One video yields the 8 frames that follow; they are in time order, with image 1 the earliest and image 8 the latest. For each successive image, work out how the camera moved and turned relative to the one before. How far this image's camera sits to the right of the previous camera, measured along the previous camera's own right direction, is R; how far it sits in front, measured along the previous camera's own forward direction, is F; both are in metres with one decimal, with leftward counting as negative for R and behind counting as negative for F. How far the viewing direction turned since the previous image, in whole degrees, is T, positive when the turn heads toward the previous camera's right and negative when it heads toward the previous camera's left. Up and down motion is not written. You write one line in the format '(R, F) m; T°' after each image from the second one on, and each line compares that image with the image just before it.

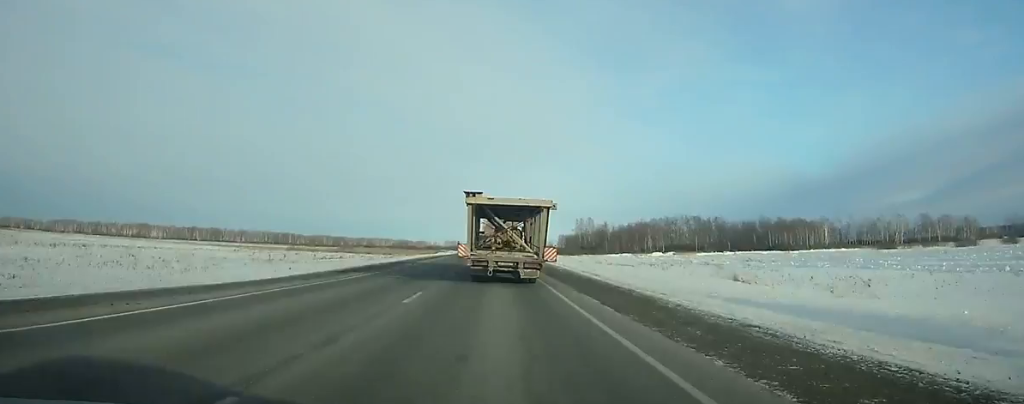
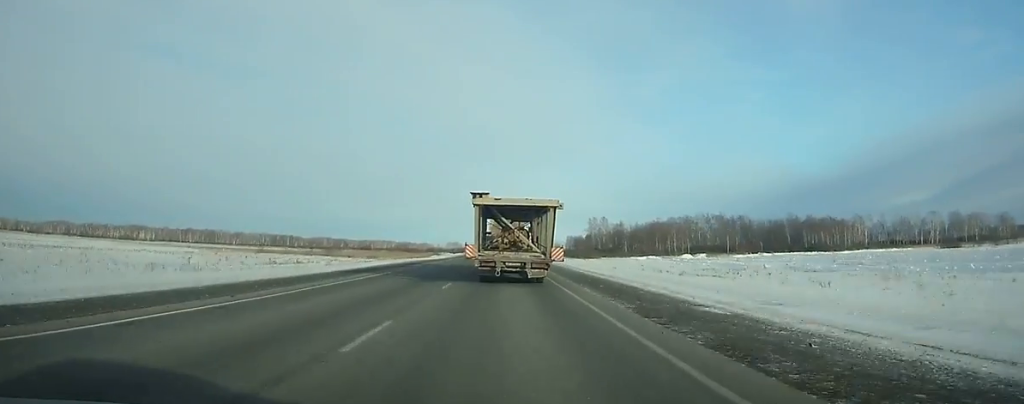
(0.0, +29.4) m; 0°
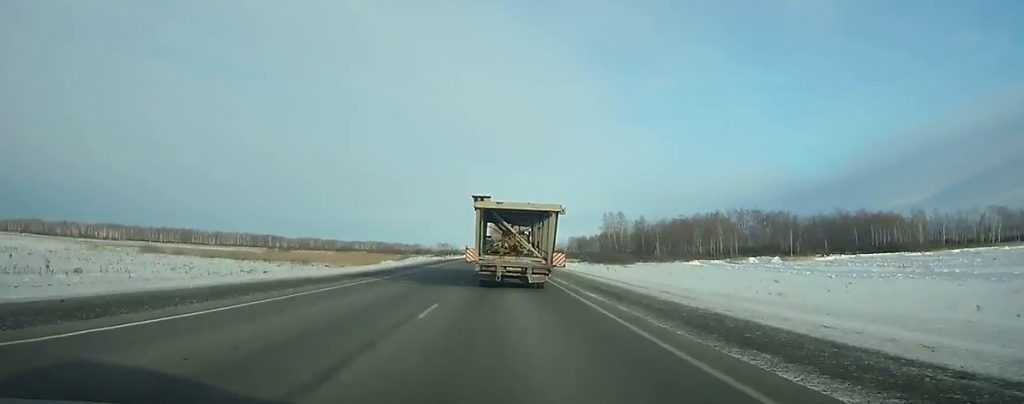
(-0.1, +55.5) m; 0°
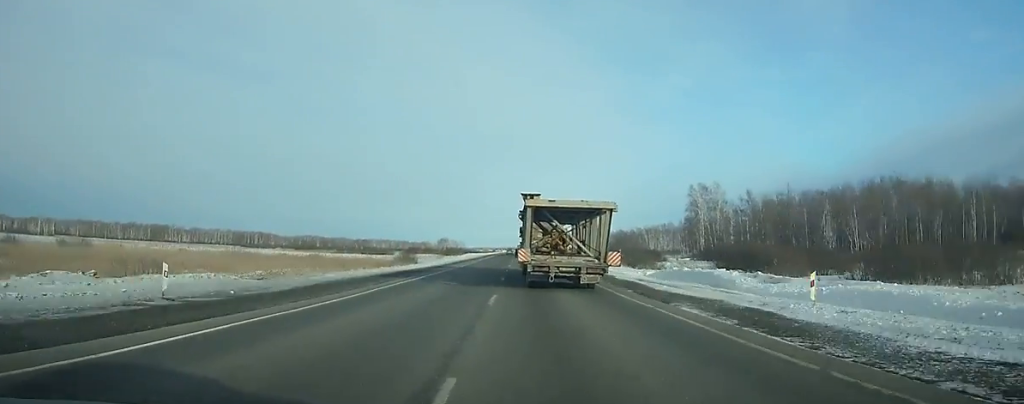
(-0.3, +109.2) m; -1°
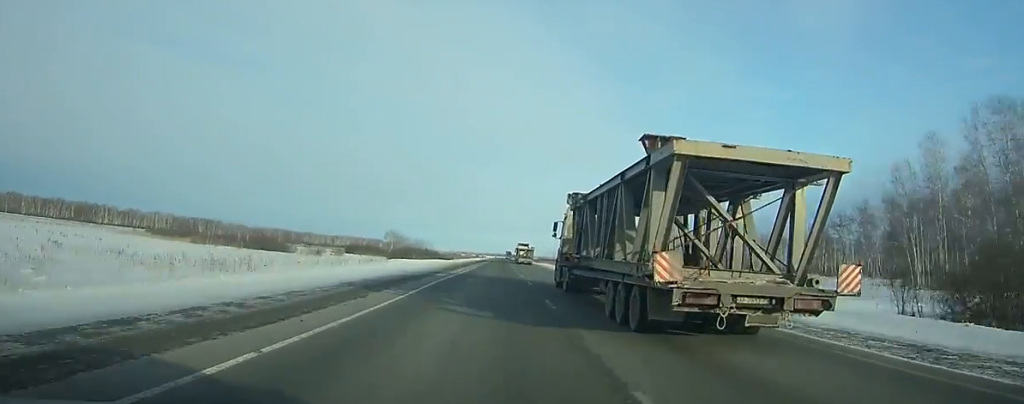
(-0.4, +111.2) m; 0°
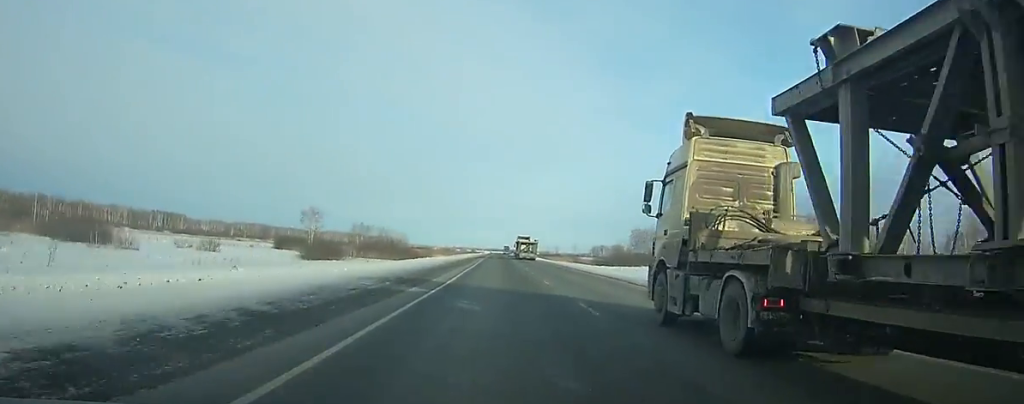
(+0.3, +72.7) m; +1°
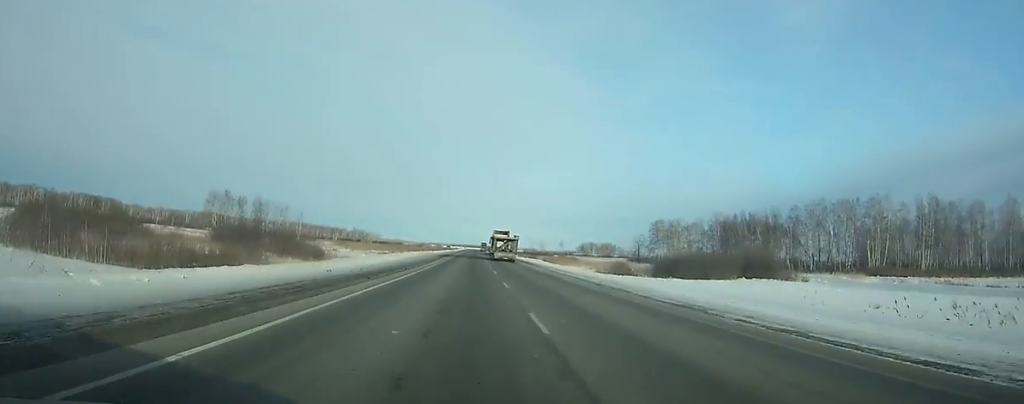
(+0.8, +81.8) m; +1°
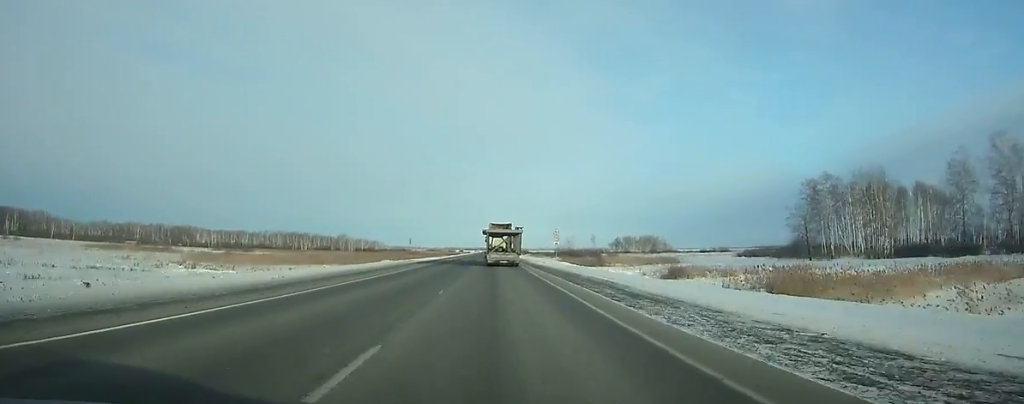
(+0.6, +122.2) m; 0°
